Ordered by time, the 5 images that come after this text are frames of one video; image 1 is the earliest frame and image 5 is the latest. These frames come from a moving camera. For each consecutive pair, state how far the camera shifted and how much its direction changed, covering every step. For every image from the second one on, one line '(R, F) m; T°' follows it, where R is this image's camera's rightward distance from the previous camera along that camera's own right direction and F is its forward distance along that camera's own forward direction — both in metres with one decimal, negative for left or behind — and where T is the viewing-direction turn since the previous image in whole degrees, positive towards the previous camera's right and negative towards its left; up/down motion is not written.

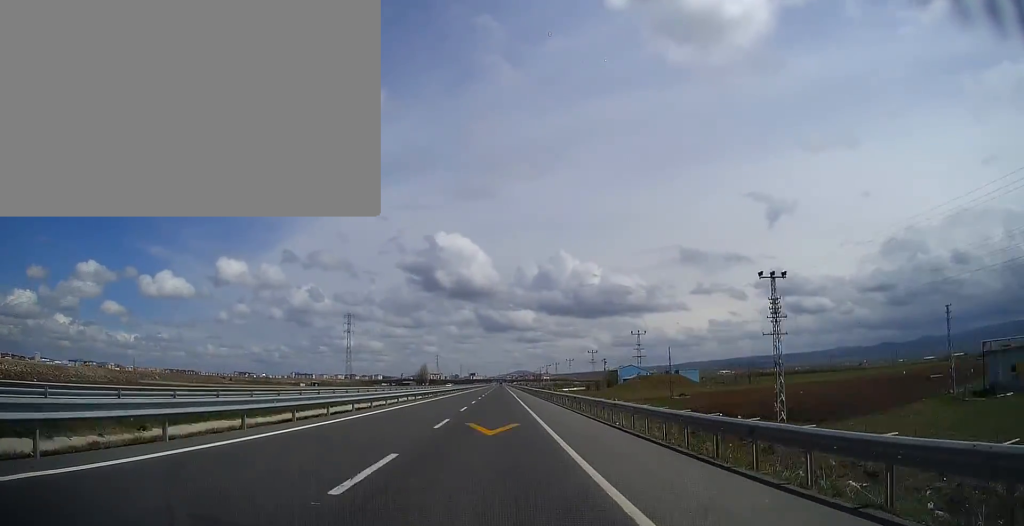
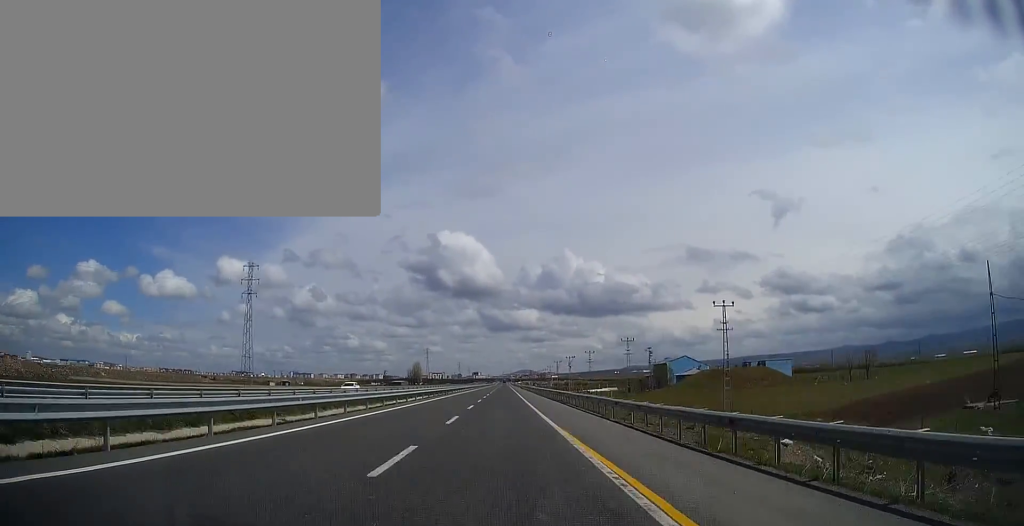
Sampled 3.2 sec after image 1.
(0.0, +72.1) m; 0°
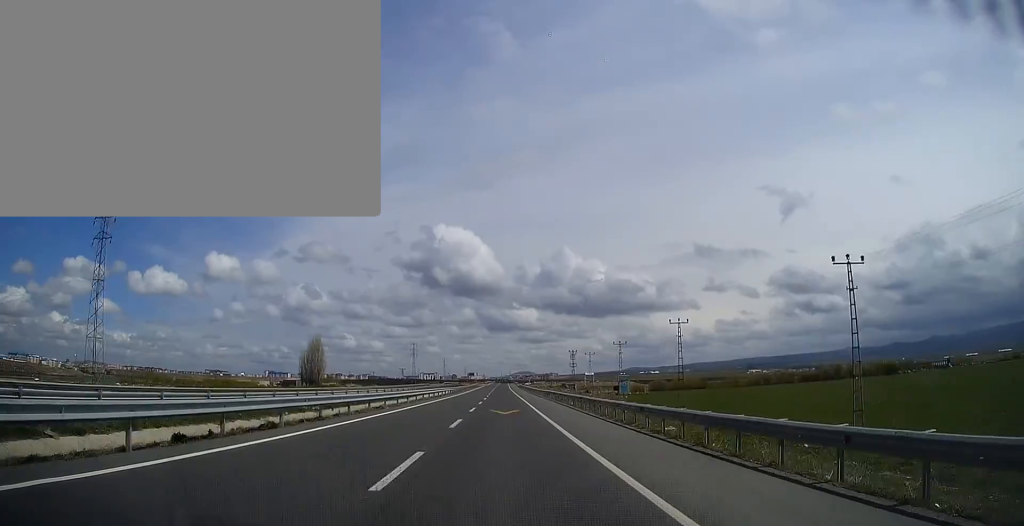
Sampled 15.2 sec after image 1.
(-0.4, +277.8) m; 0°
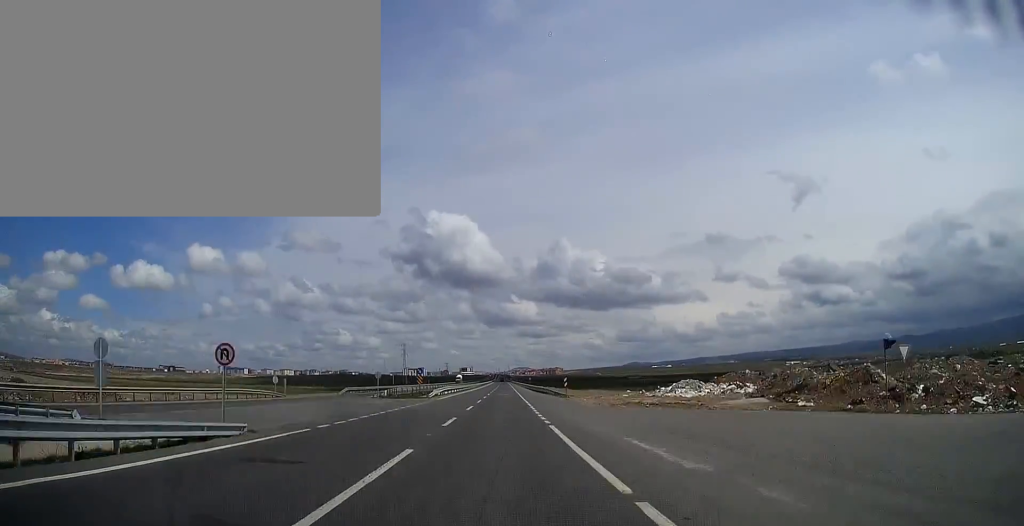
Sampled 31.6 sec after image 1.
(+1.0, +402.2) m; 0°
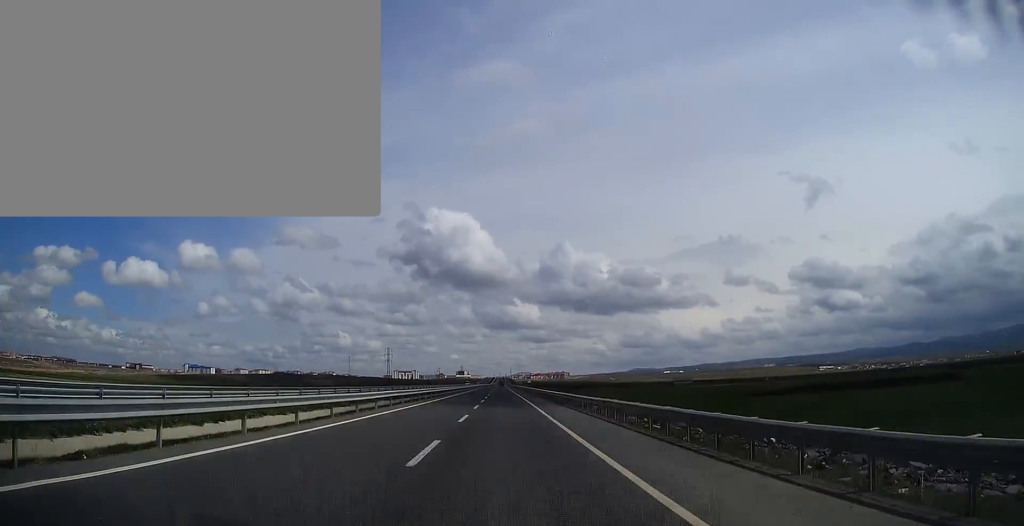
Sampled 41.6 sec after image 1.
(+0.2, +251.3) m; 0°
